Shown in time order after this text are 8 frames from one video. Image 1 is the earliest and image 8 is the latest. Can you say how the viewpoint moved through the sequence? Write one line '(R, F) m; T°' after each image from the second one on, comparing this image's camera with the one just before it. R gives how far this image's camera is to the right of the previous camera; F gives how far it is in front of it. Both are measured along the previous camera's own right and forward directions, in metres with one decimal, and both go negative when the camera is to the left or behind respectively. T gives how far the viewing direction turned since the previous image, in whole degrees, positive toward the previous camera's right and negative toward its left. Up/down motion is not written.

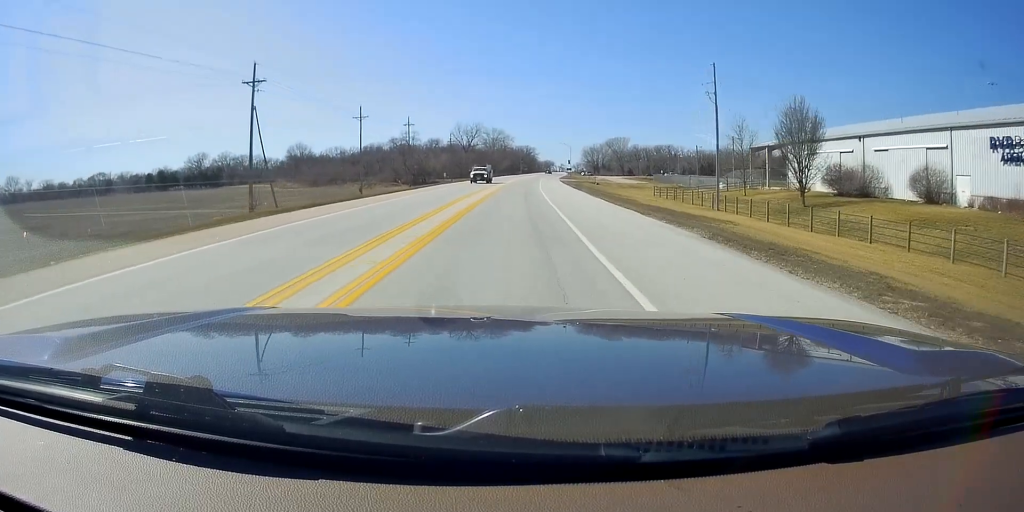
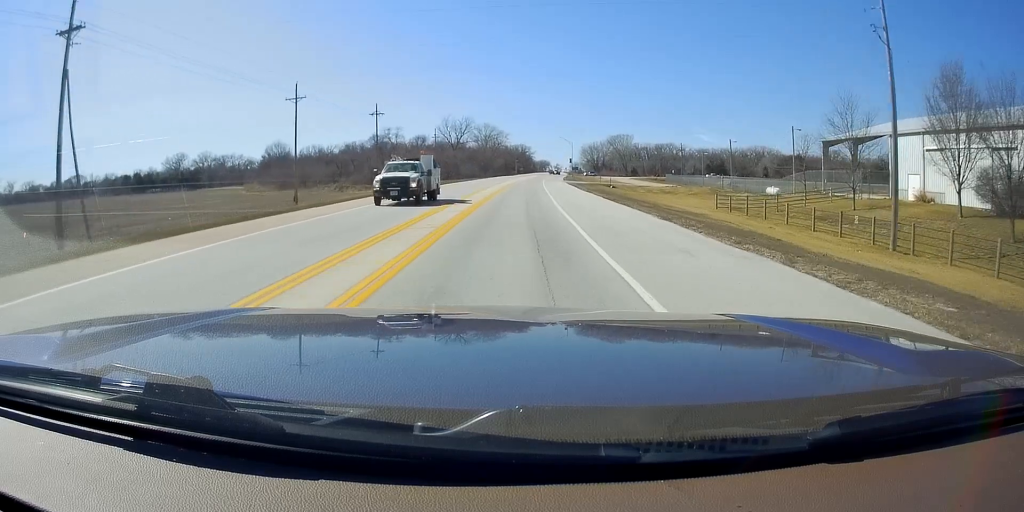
(-0.1, +24.4) m; 0°
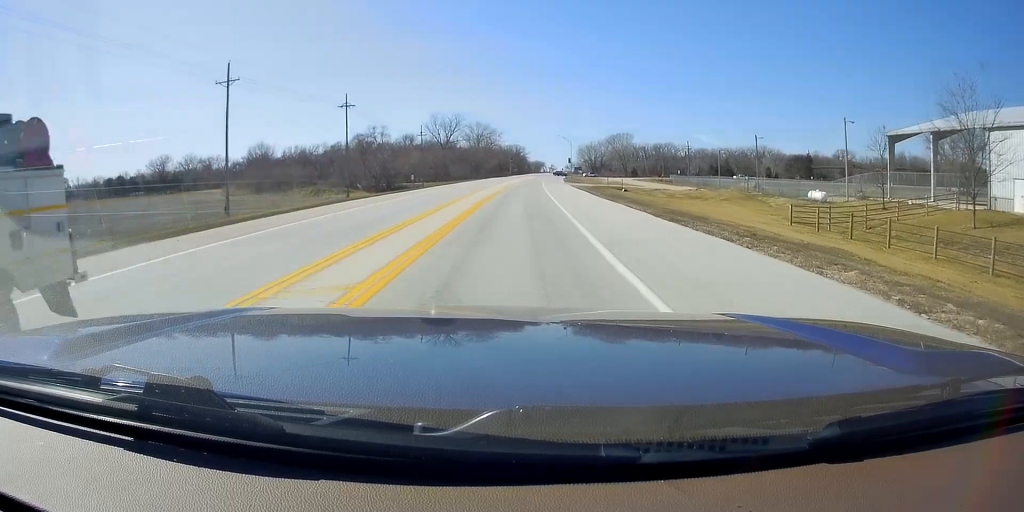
(-0.2, +14.8) m; +1°
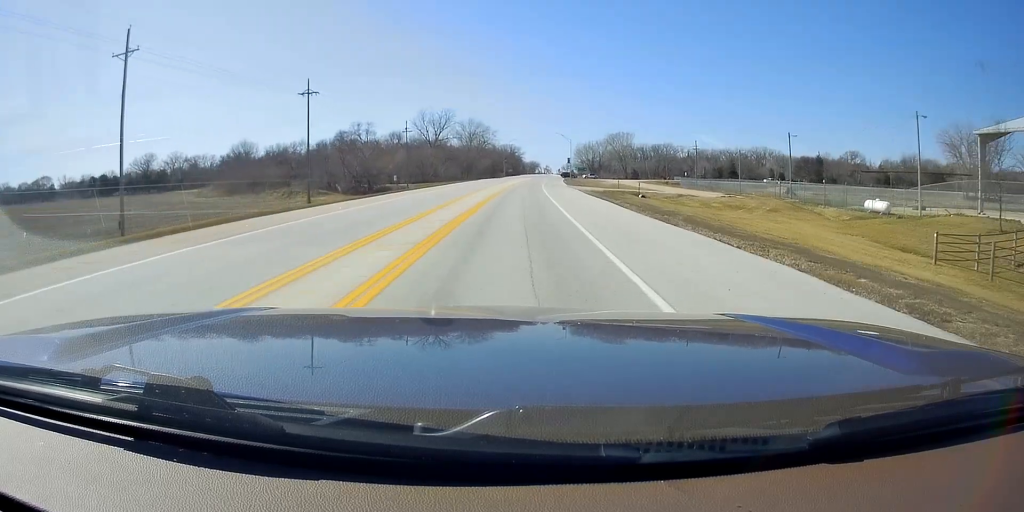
(+0.4, +14.5) m; 0°
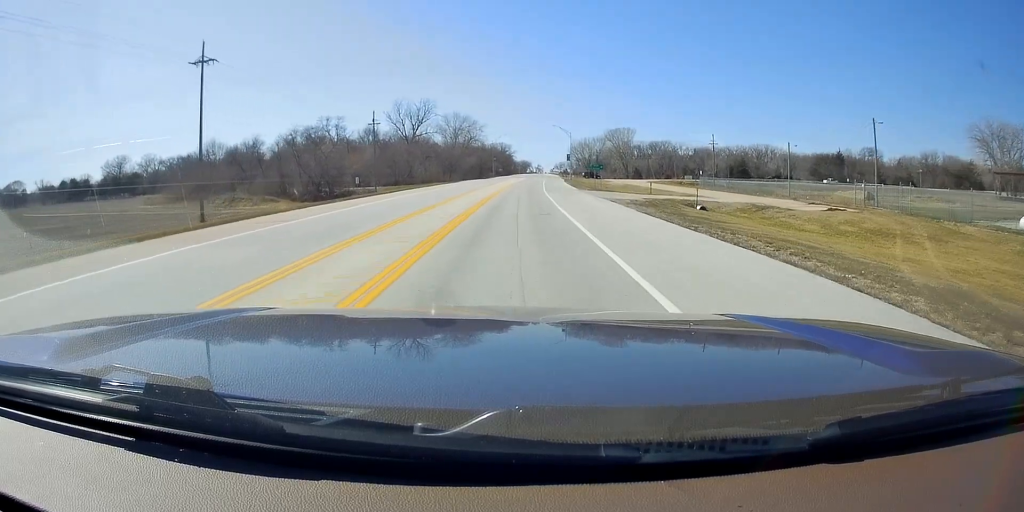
(-0.2, +24.1) m; 0°
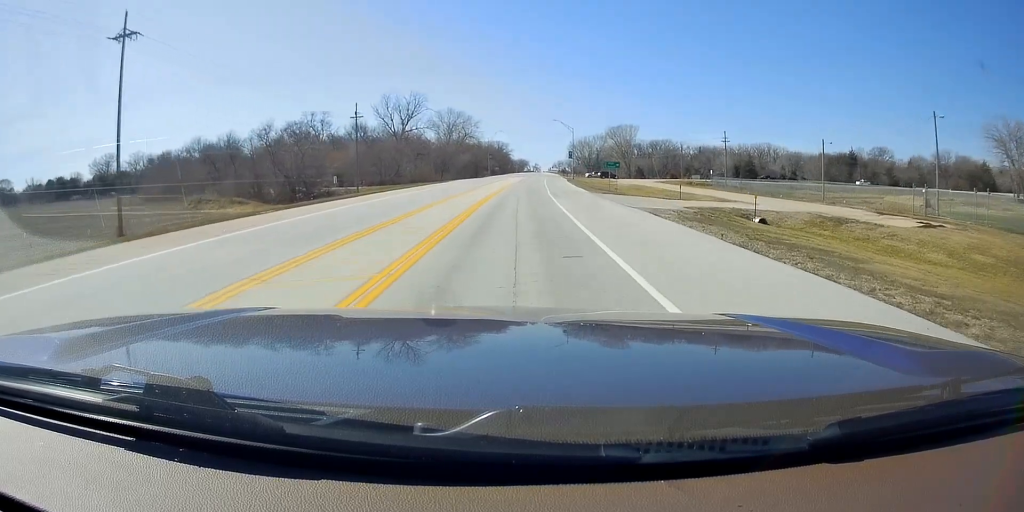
(0.0, +11.0) m; 0°
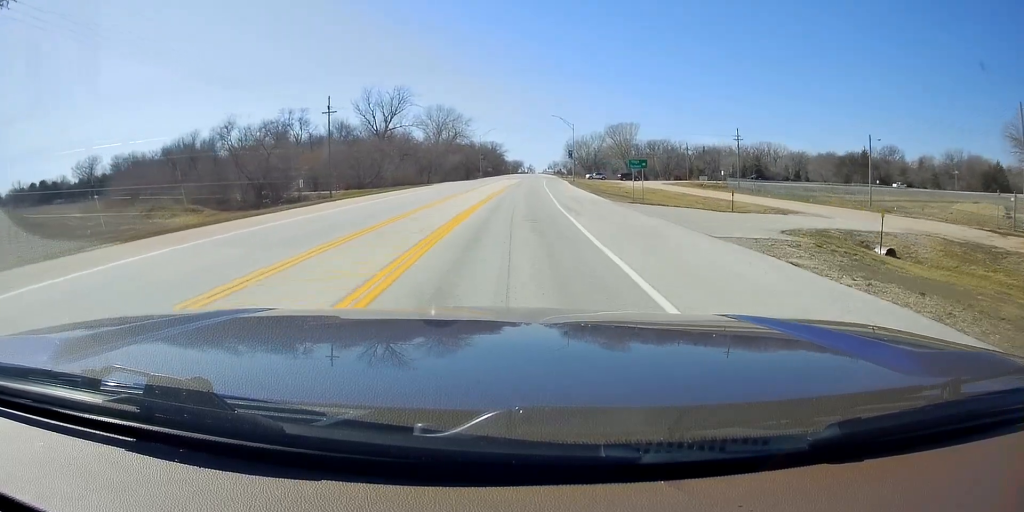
(+0.3, +12.3) m; +1°
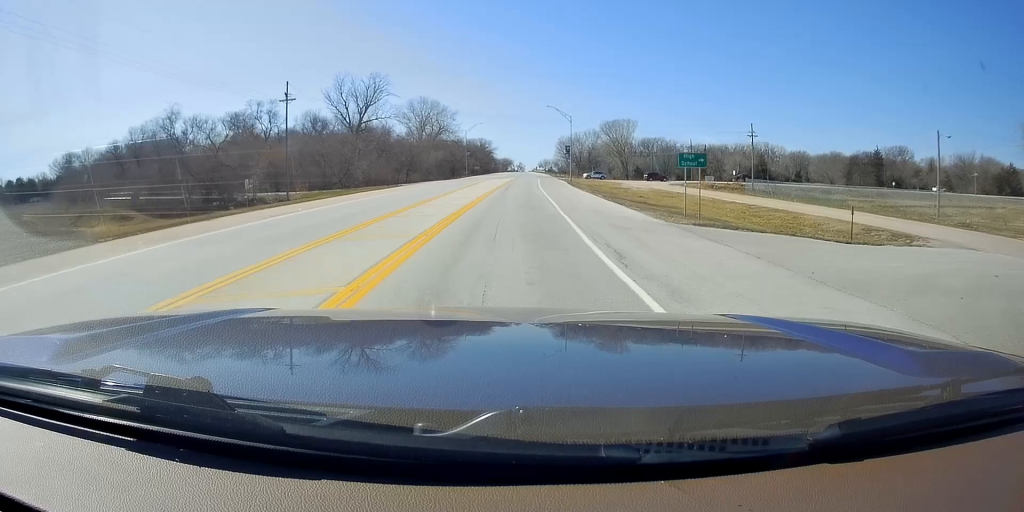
(0.0, +13.6) m; +1°
